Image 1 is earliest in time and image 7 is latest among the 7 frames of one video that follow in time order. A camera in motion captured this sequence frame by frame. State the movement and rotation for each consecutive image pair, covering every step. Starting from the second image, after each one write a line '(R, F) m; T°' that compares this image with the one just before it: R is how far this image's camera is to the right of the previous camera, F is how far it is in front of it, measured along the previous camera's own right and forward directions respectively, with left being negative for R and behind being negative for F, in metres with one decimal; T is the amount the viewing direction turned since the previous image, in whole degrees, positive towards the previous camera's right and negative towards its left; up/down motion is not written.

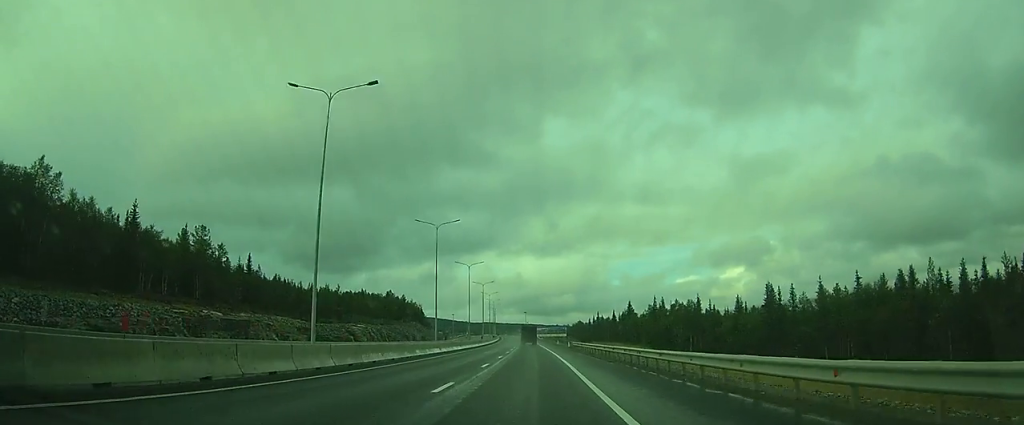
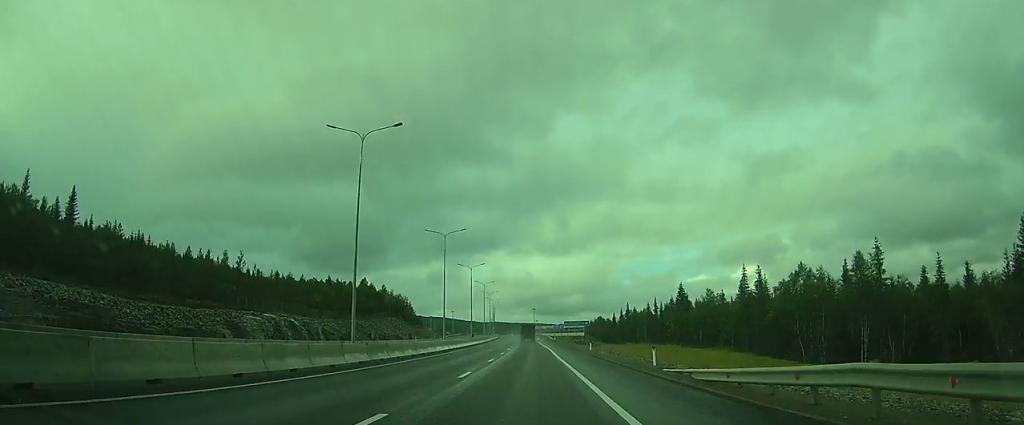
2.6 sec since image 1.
(-0.1, +53.5) m; -1°
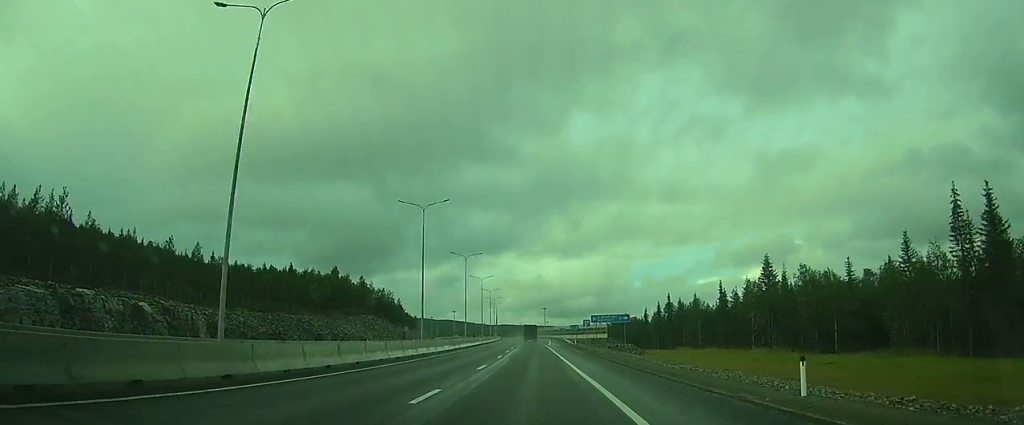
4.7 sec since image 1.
(-0.4, +41.9) m; -1°
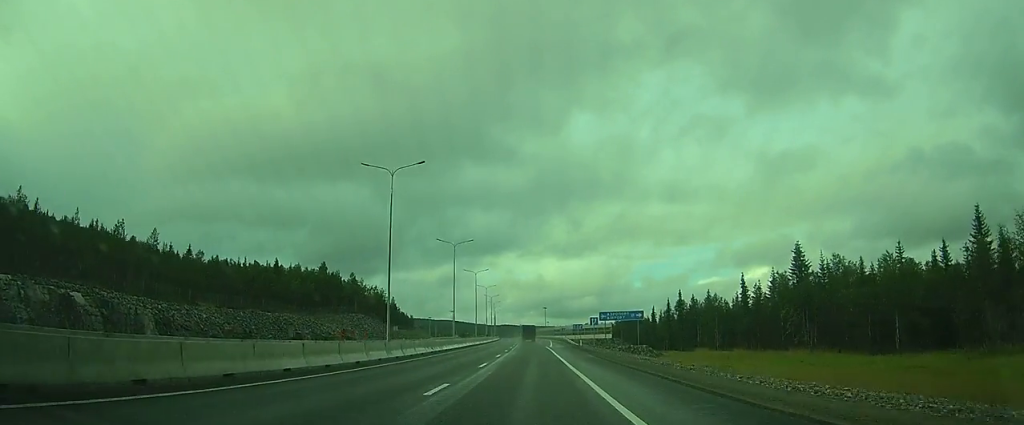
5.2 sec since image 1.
(0.0, +10.2) m; 0°
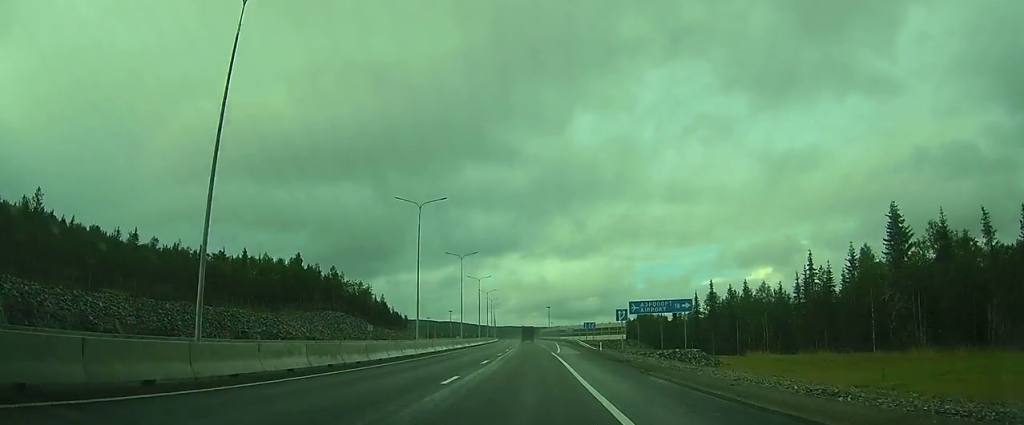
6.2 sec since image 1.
(0.0, +20.3) m; -1°
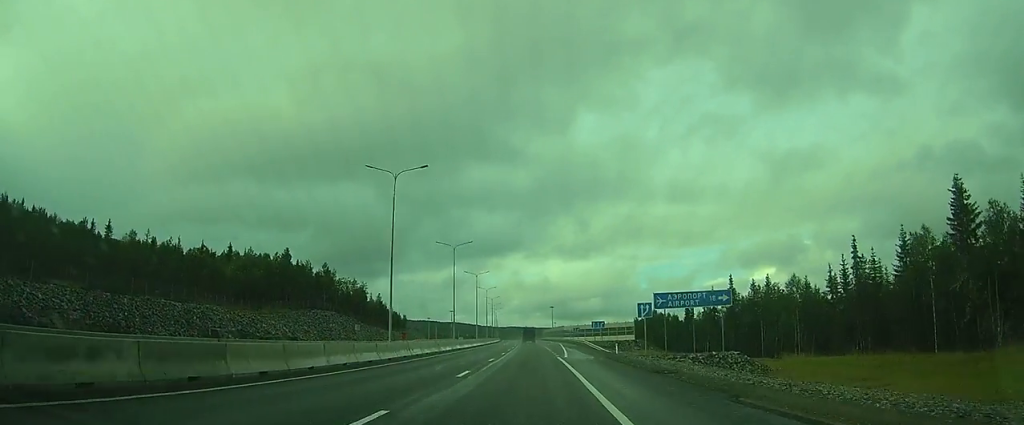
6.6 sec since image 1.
(+0.1, +8.8) m; 0°
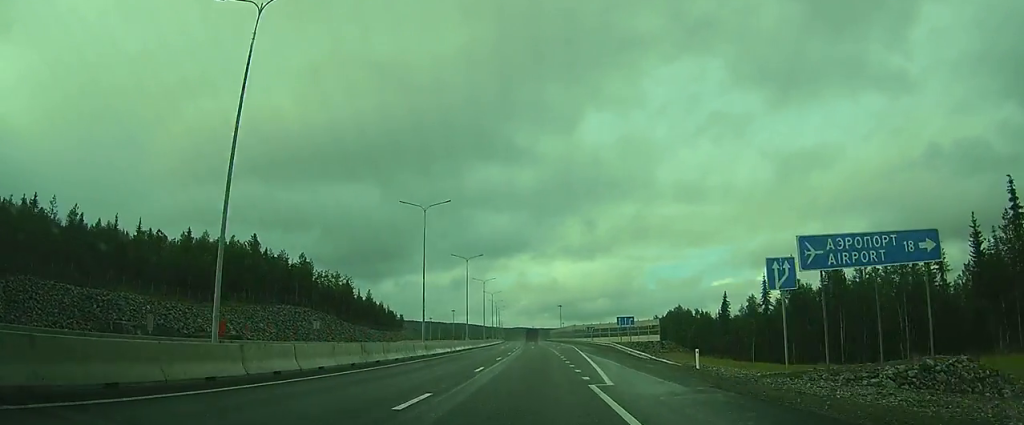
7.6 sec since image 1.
(-0.4, +20.4) m; -1°
